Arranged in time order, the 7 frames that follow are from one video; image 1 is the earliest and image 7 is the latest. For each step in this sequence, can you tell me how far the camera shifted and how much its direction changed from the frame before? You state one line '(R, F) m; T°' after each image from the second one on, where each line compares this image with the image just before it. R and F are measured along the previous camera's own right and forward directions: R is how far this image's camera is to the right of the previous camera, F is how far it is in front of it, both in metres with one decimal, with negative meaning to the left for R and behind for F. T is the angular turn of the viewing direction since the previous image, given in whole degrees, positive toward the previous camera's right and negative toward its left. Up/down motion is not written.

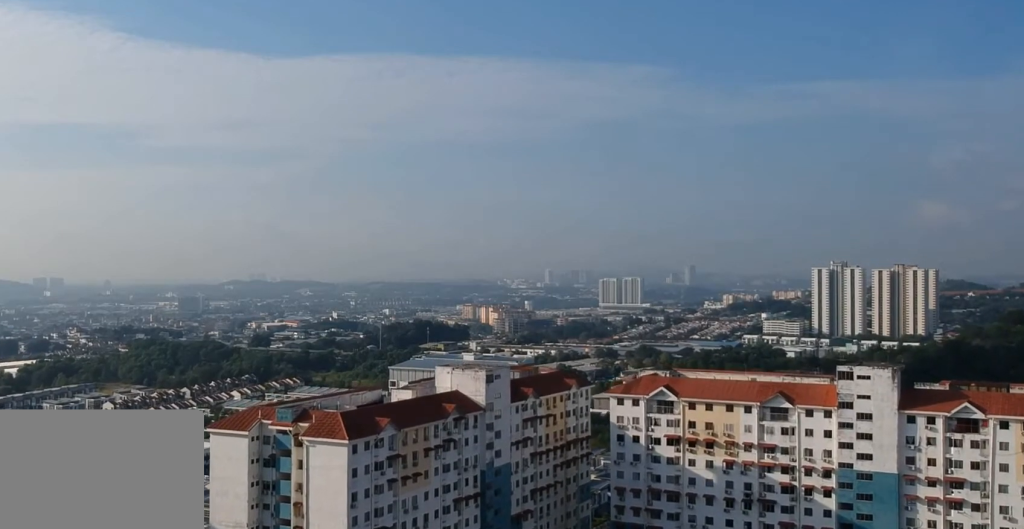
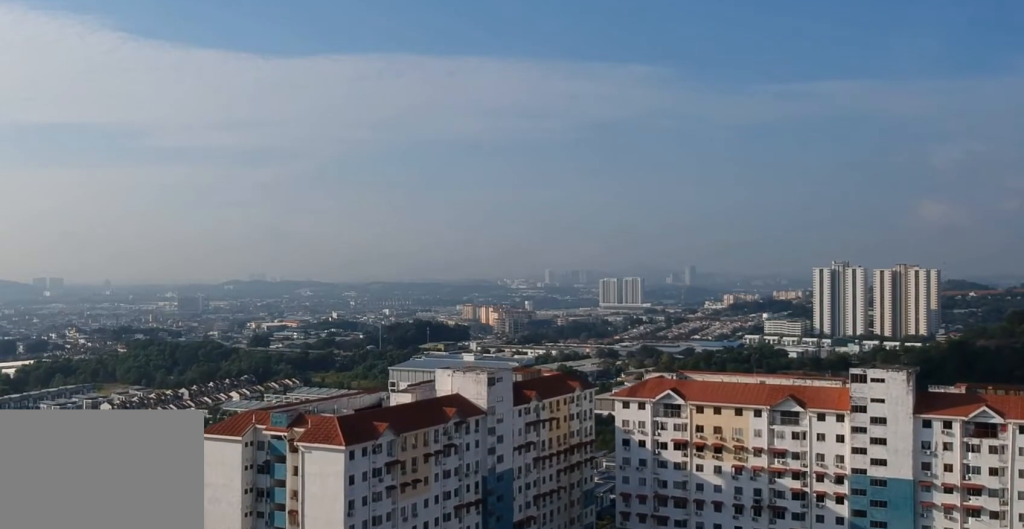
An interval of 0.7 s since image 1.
(0.0, +4.5) m; 0°
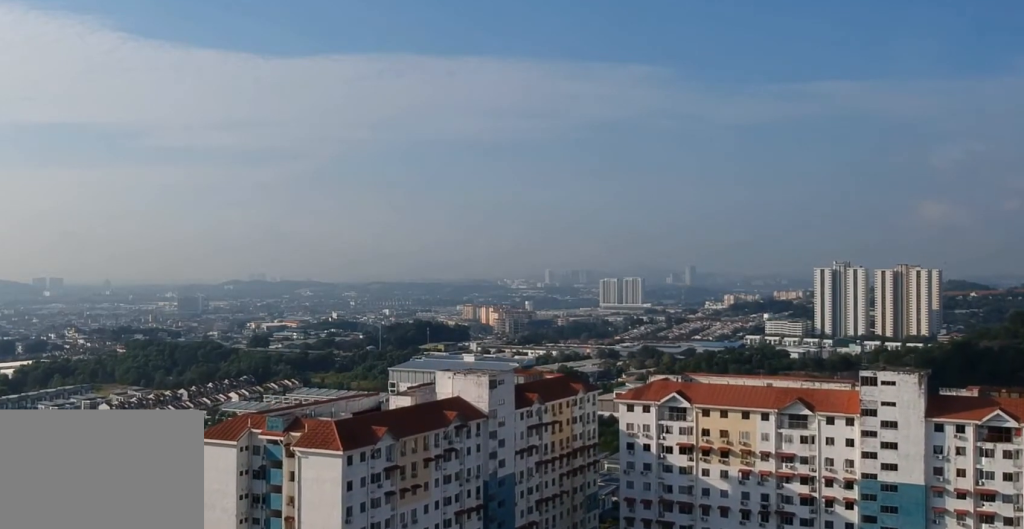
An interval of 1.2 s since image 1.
(0.0, +3.5) m; 0°
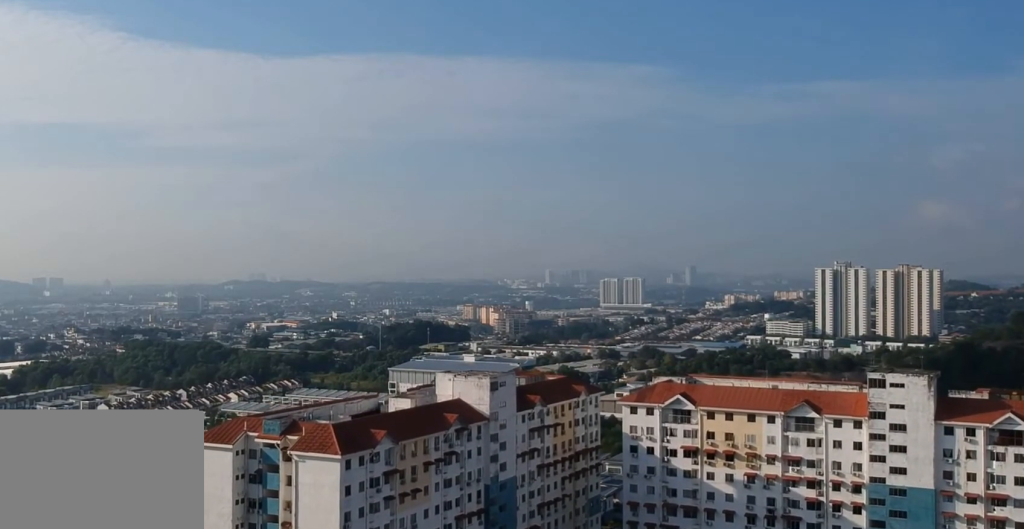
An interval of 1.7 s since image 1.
(0.0, +2.6) m; 0°
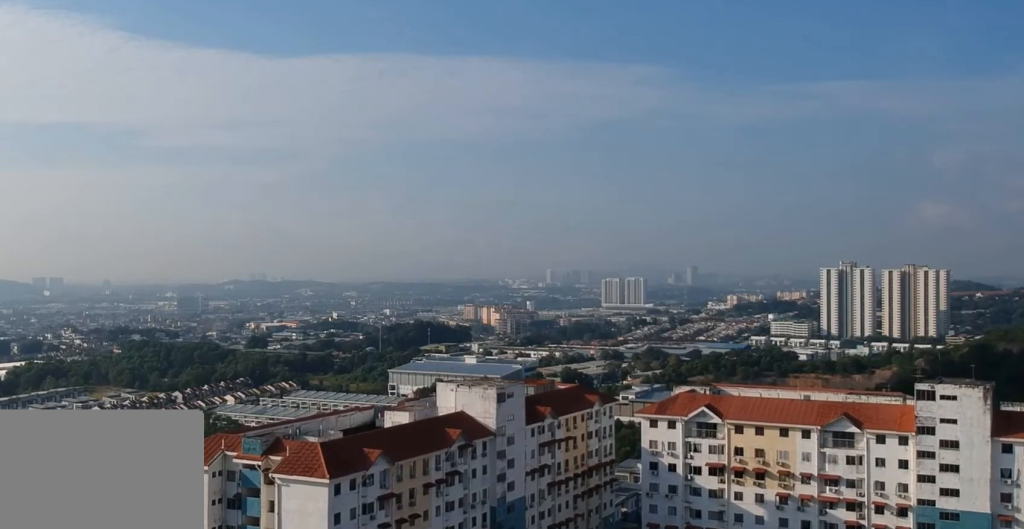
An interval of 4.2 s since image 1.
(-0.1, +13.4) m; 0°
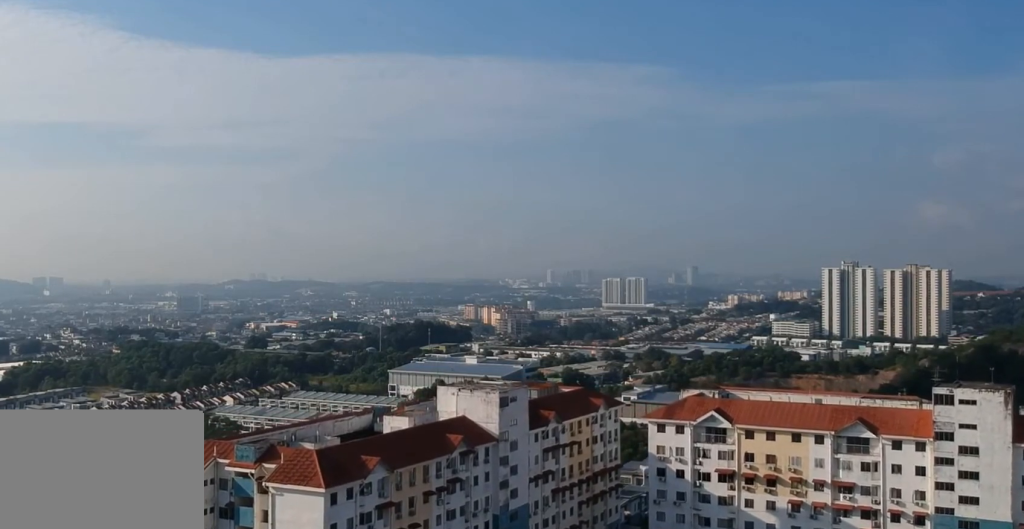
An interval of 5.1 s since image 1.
(0.0, +4.2) m; +1°
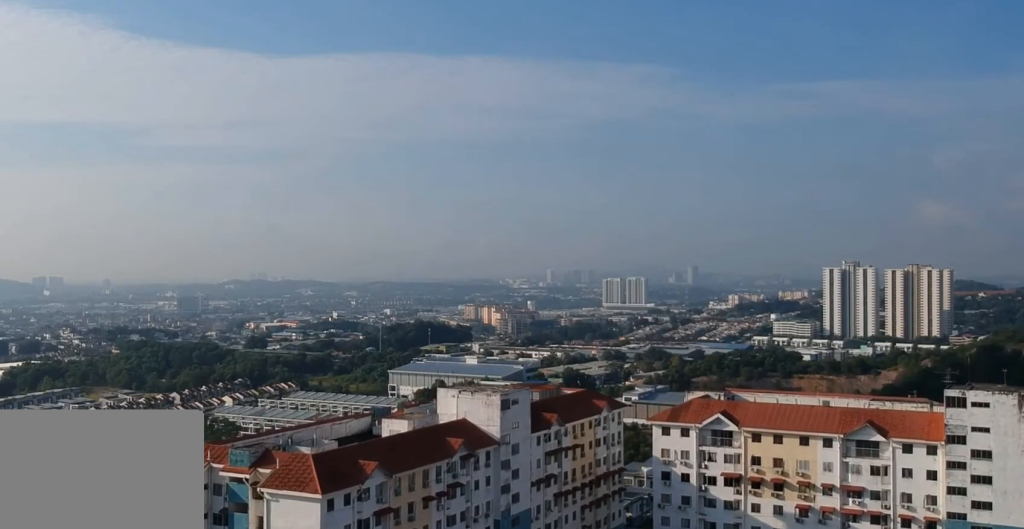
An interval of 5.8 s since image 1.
(0.0, +2.7) m; 0°
